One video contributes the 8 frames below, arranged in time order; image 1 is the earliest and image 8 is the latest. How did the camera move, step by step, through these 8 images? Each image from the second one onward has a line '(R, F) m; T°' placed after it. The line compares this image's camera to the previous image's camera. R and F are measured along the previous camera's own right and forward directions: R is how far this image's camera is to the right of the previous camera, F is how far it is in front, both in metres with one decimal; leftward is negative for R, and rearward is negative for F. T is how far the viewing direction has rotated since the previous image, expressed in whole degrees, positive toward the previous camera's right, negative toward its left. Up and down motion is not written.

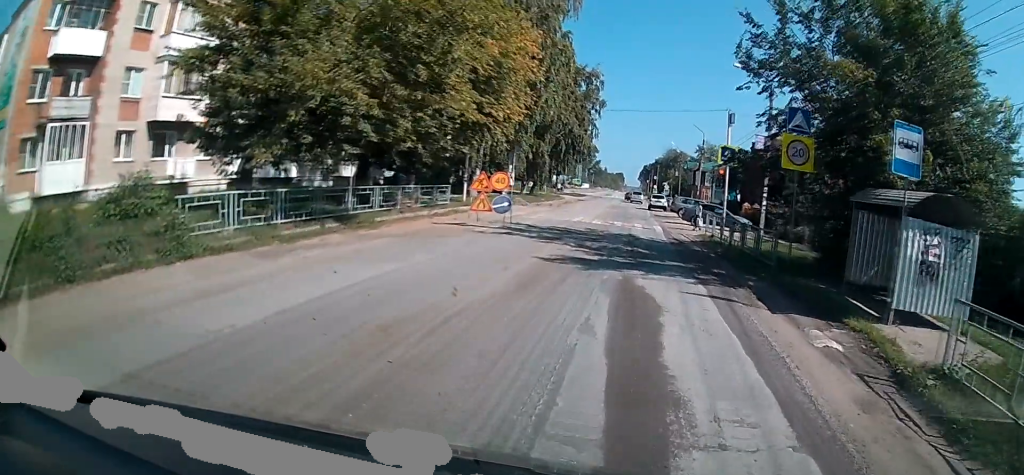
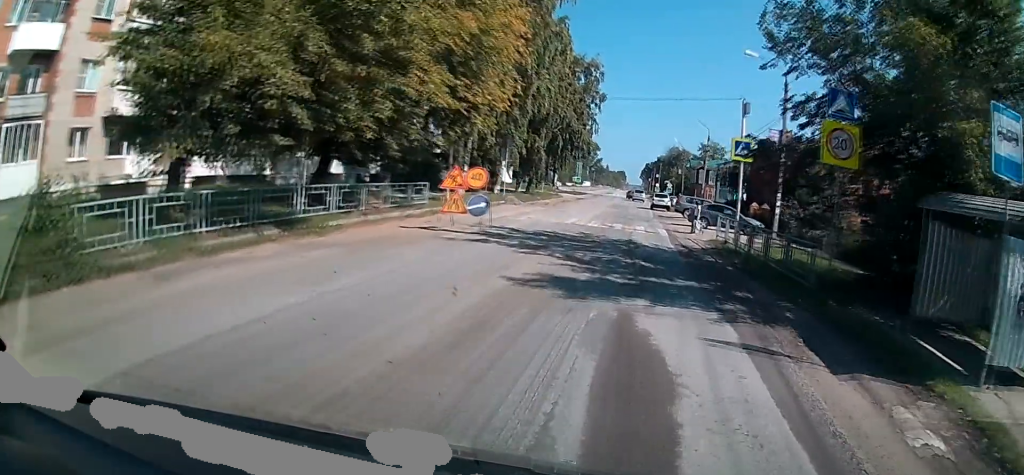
(0.0, +3.0) m; 0°
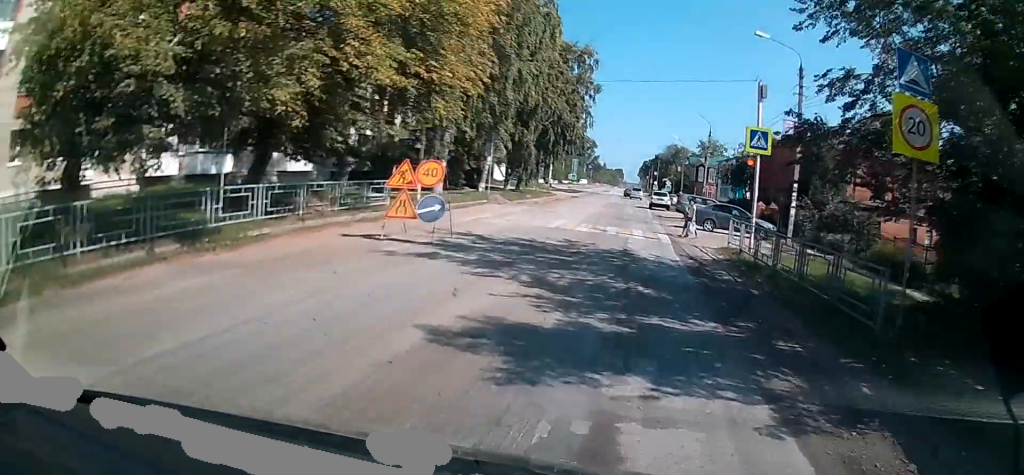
(0.0, +3.3) m; +1°
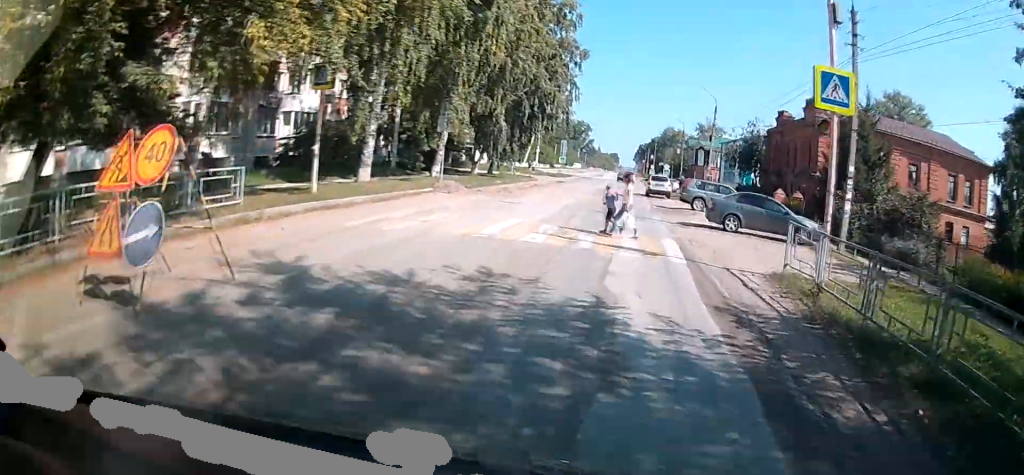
(+0.1, +8.5) m; +1°
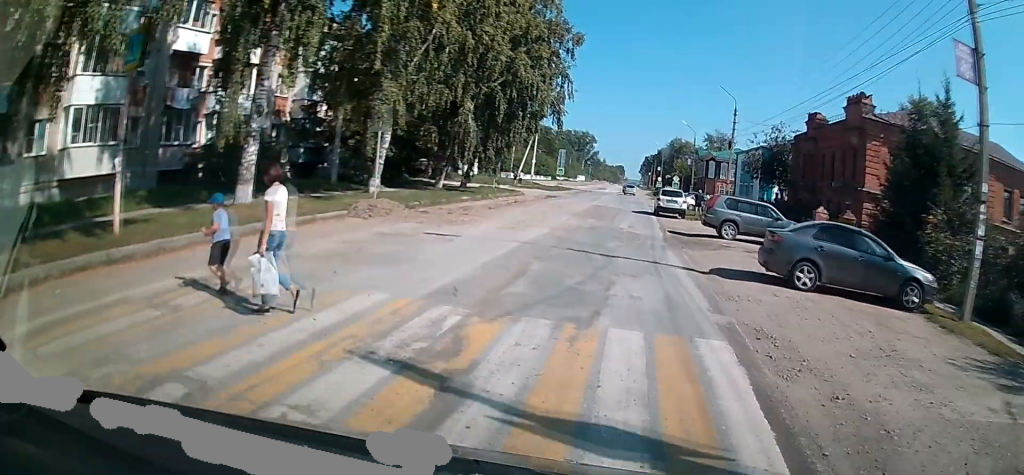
(+0.1, +9.1) m; 0°
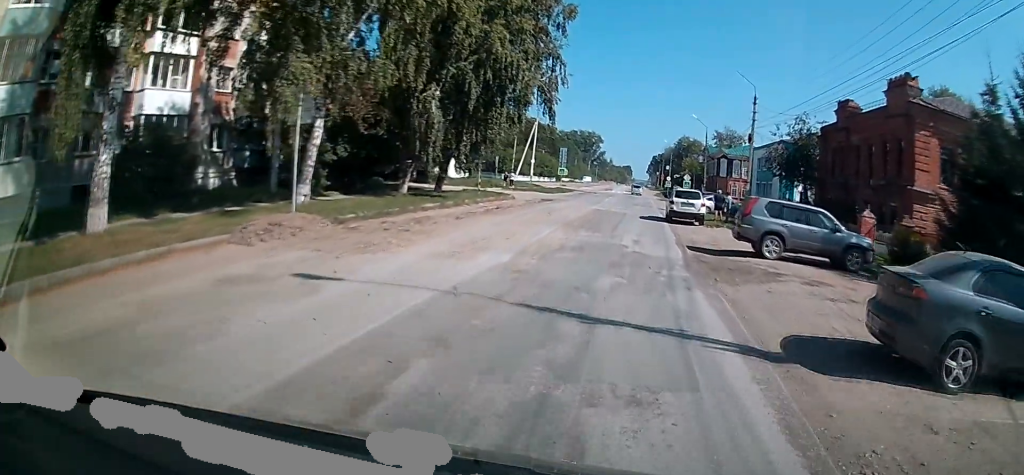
(-0.1, +6.1) m; -2°
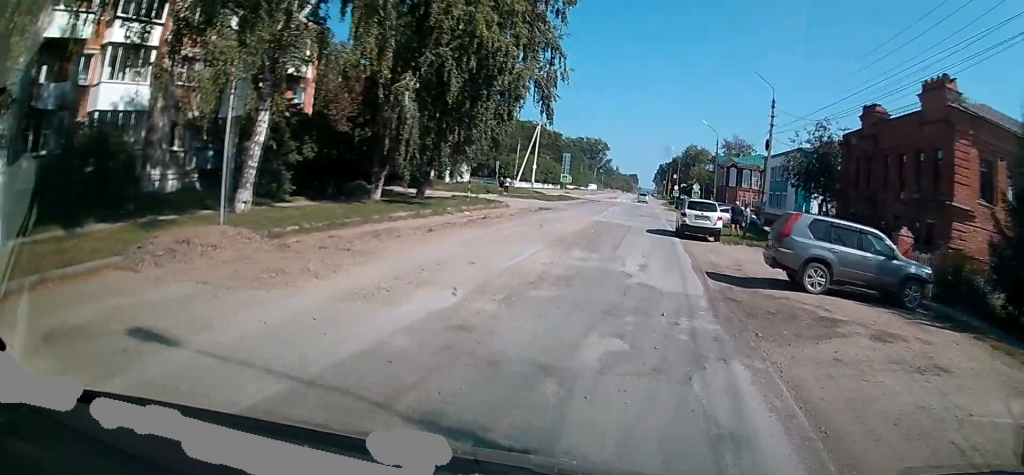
(-0.1, +3.5) m; -1°
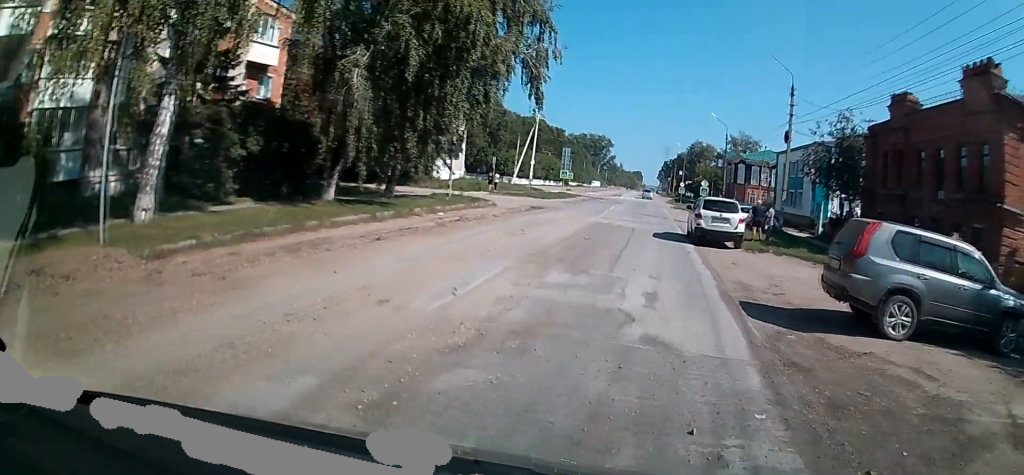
(0.0, +4.0) m; -1°
